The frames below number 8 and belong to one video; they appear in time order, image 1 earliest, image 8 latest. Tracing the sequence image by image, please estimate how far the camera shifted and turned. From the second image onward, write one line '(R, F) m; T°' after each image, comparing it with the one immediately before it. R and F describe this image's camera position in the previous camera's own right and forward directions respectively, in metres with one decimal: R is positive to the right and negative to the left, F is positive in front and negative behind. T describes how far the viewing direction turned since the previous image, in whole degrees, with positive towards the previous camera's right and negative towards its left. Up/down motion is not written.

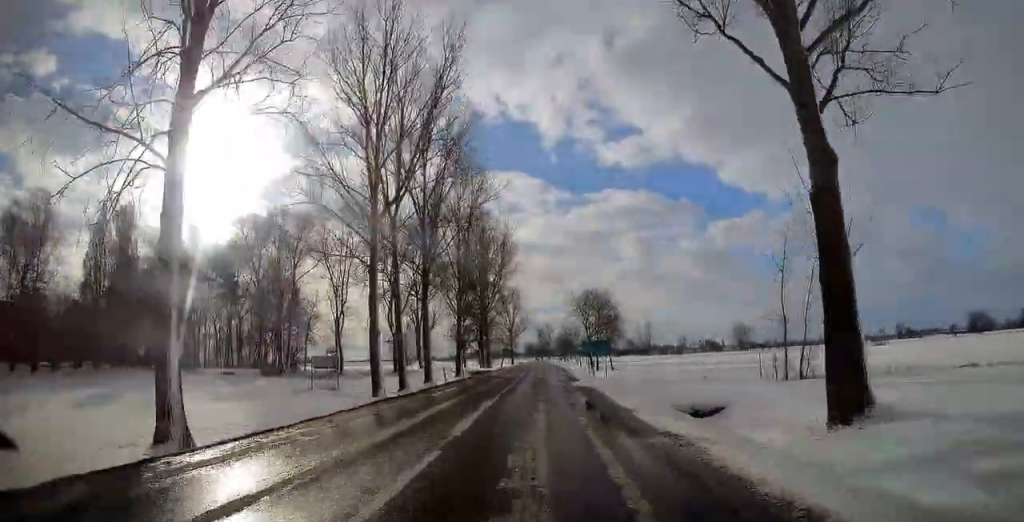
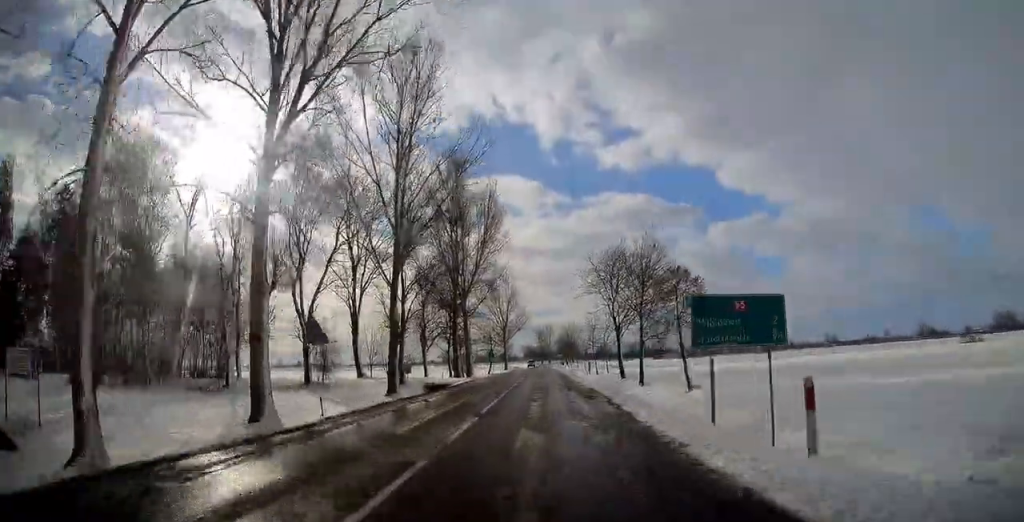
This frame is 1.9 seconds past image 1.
(-0.1, +30.3) m; 0°
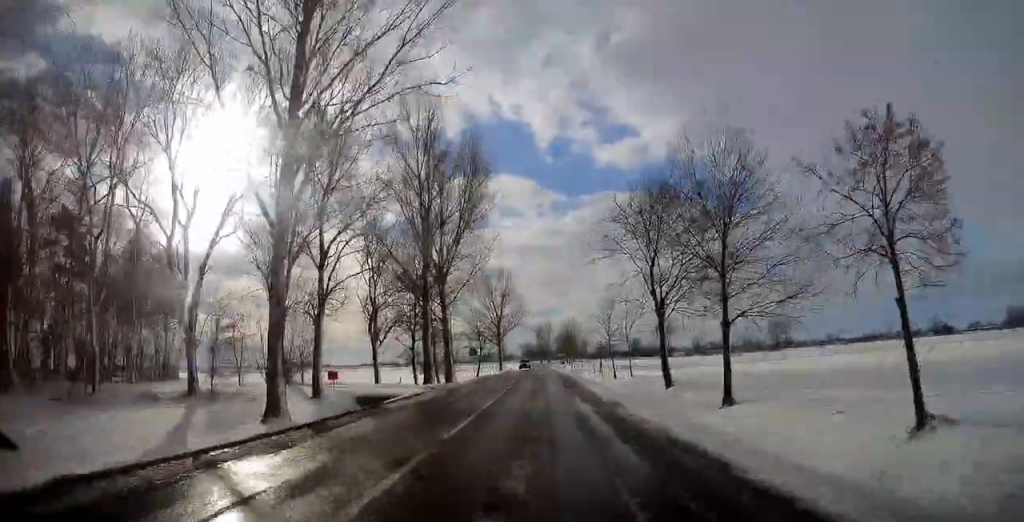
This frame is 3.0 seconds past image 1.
(0.0, +17.7) m; 0°
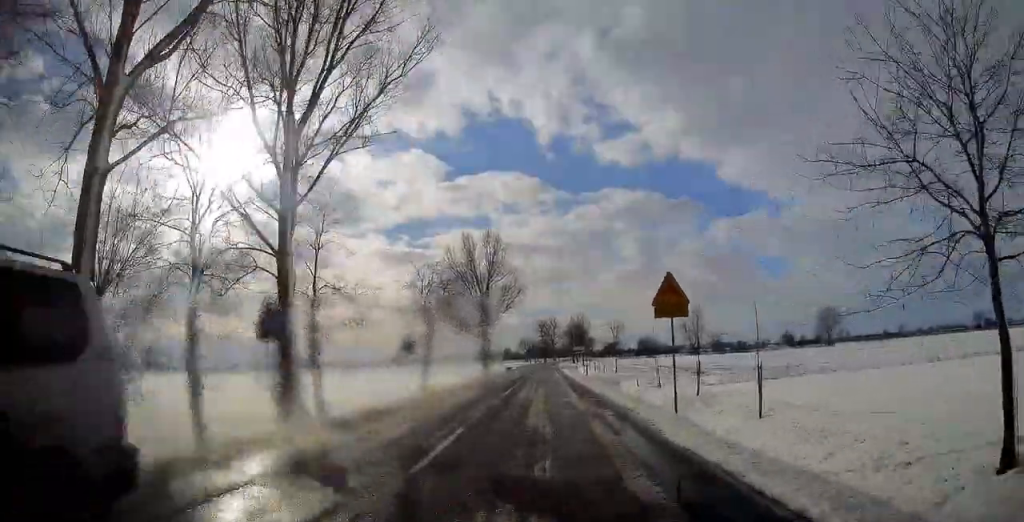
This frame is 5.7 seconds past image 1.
(0.0, +44.5) m; 0°
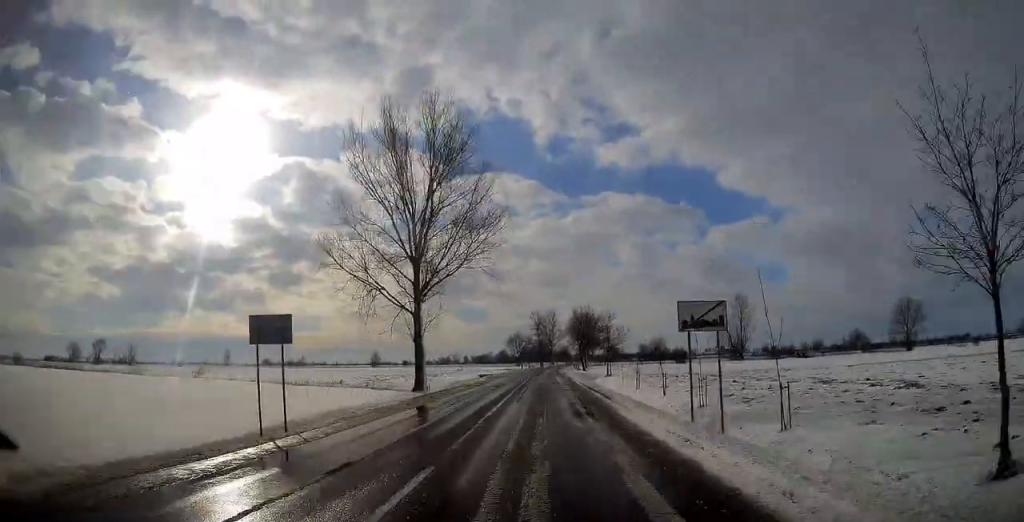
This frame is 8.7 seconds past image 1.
(-0.1, +52.2) m; 0°
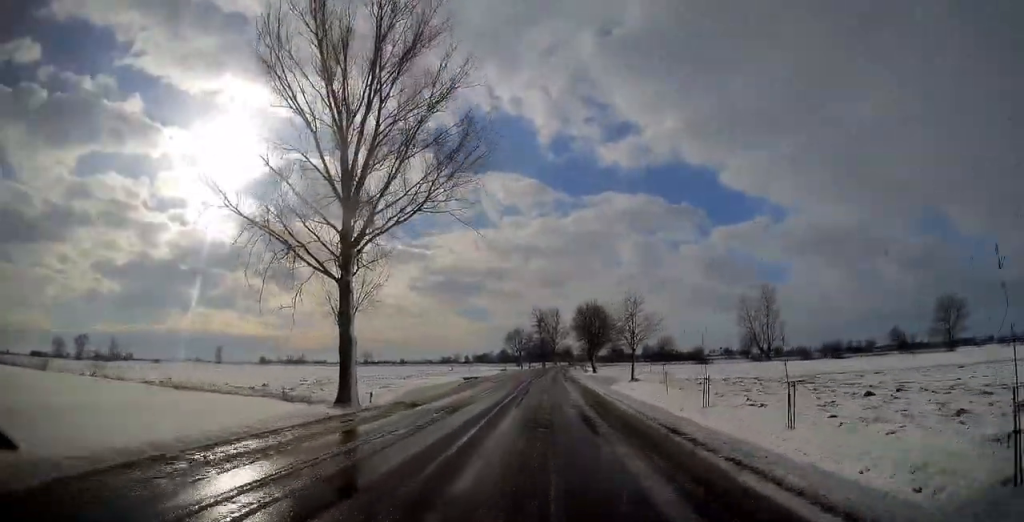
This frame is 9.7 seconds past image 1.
(+0.1, +18.0) m; 0°
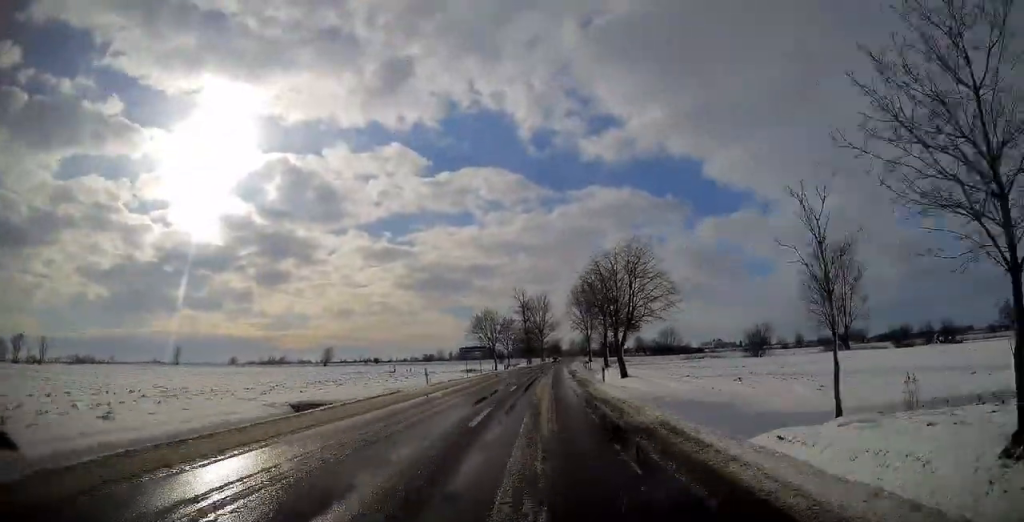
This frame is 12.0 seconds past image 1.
(+0.4, +44.7) m; +1°
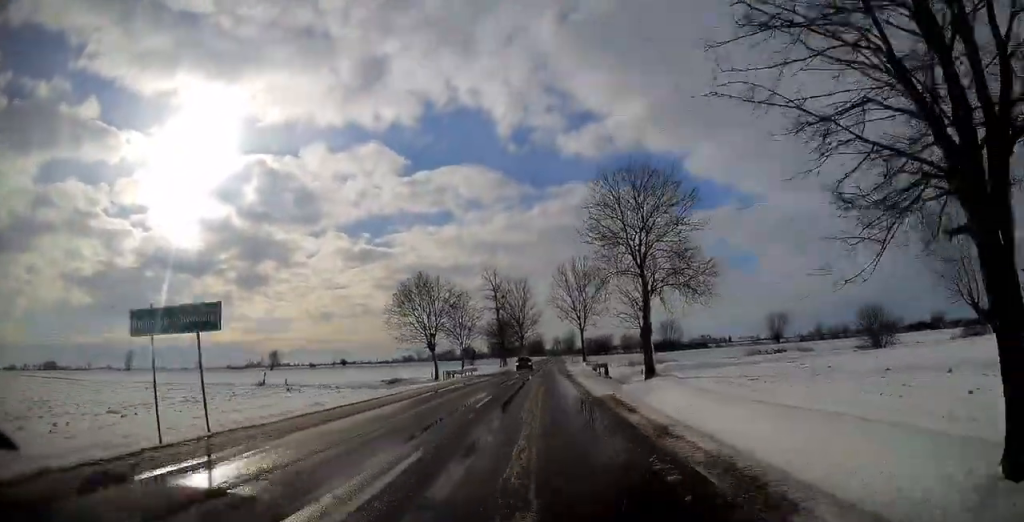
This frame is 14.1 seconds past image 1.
(+0.4, +41.9) m; +1°
